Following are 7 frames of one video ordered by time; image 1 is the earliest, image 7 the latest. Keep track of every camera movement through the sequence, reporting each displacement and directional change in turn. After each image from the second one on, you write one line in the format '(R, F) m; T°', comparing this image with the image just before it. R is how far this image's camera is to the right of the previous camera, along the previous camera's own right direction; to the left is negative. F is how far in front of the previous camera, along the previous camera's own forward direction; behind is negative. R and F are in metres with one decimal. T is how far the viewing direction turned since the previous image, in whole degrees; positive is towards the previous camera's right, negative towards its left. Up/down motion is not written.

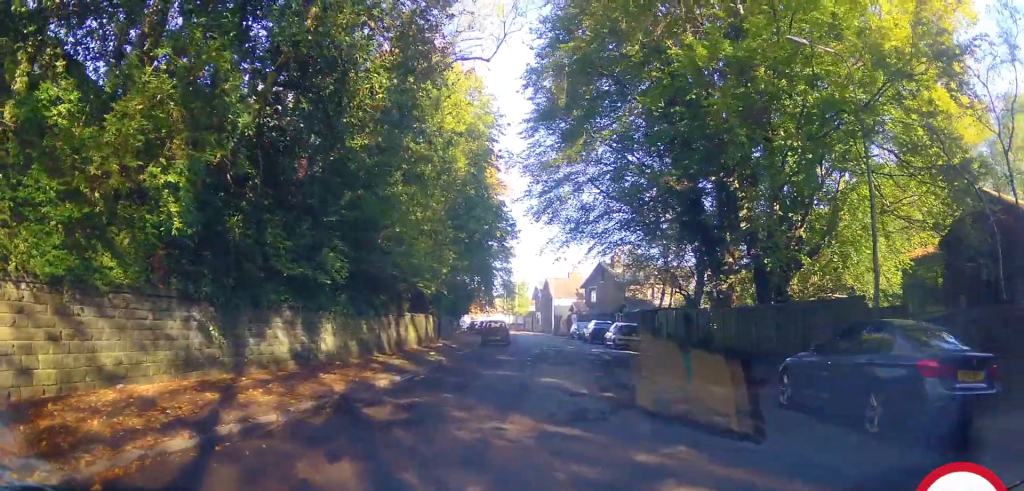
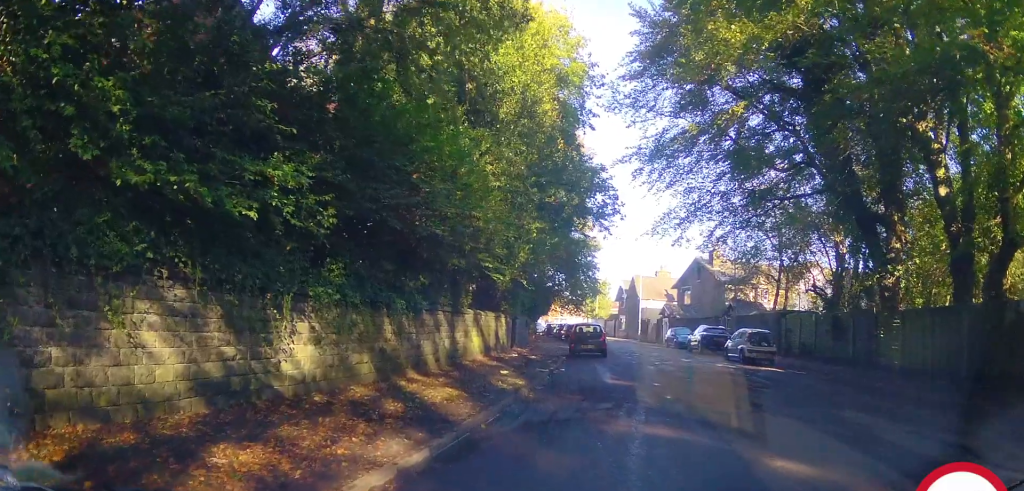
(-0.1, +7.4) m; -1°
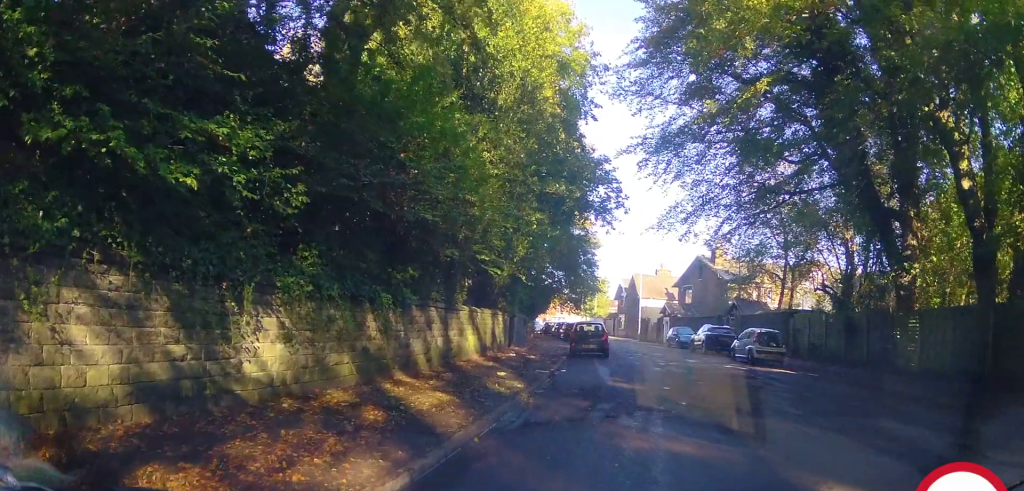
(0.0, +0.9) m; 0°
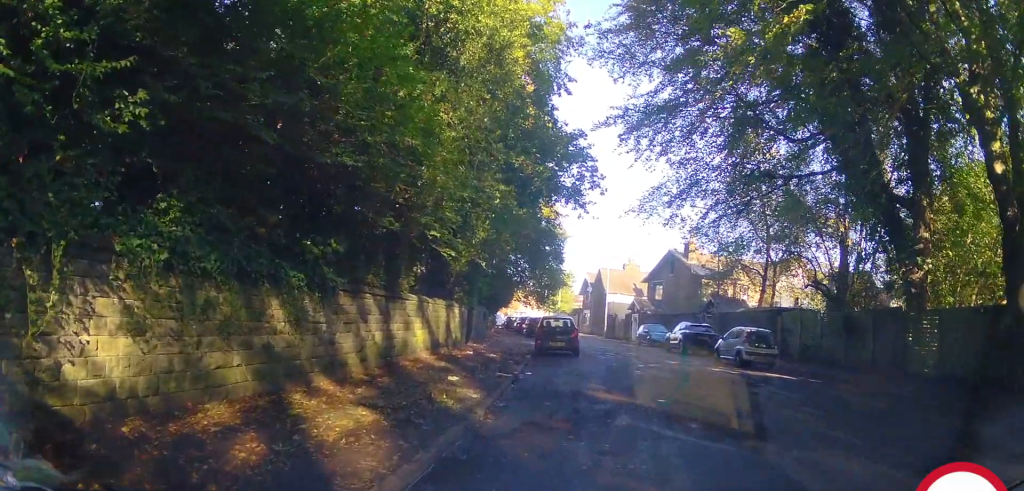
(0.0, +1.6) m; 0°
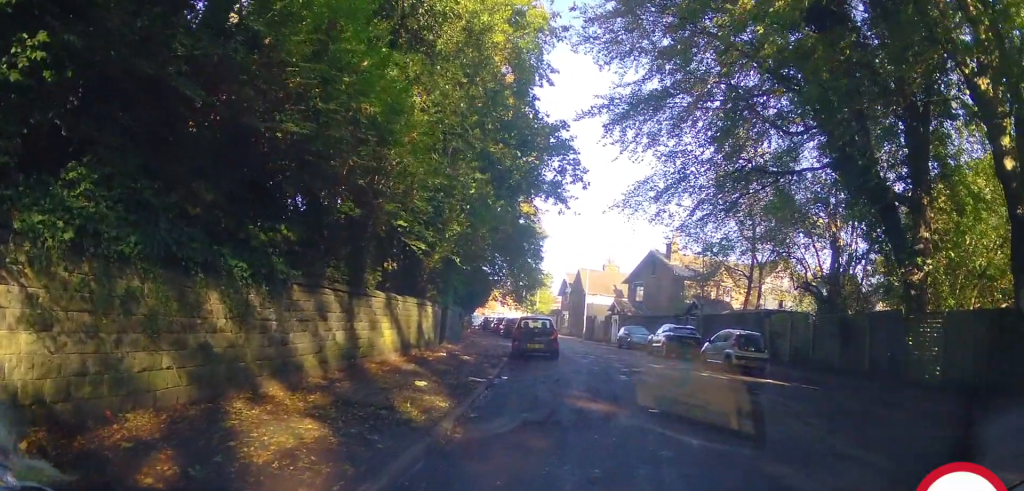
(+0.1, +0.7) m; 0°
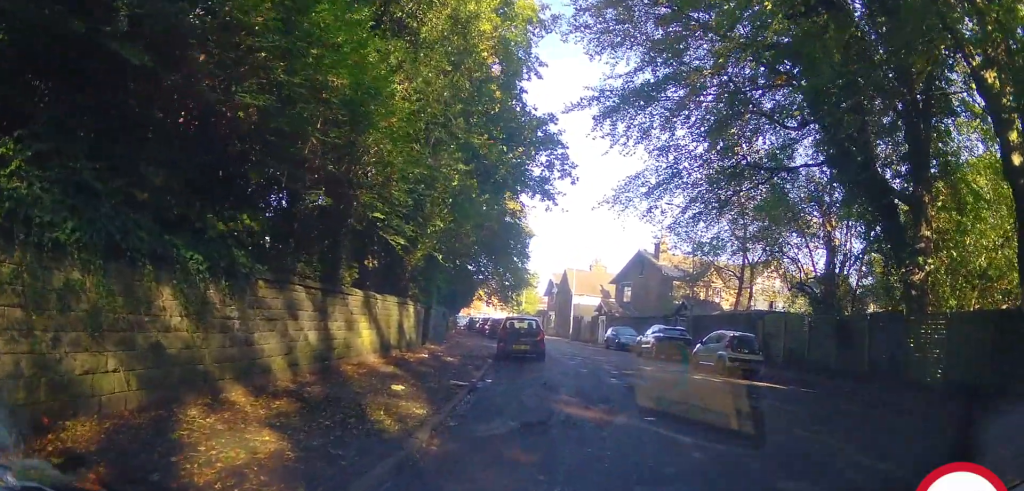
(+0.1, +0.5) m; 0°
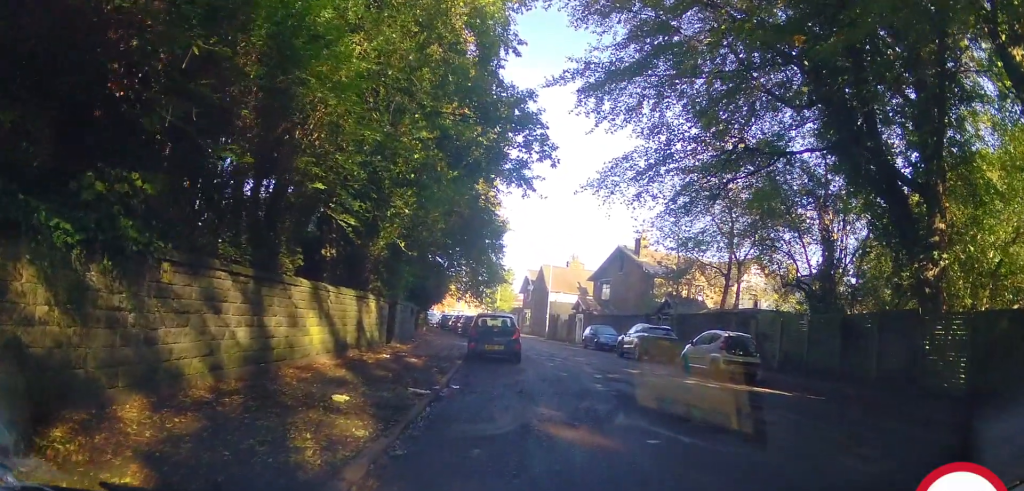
(-0.1, +1.7) m; +2°
